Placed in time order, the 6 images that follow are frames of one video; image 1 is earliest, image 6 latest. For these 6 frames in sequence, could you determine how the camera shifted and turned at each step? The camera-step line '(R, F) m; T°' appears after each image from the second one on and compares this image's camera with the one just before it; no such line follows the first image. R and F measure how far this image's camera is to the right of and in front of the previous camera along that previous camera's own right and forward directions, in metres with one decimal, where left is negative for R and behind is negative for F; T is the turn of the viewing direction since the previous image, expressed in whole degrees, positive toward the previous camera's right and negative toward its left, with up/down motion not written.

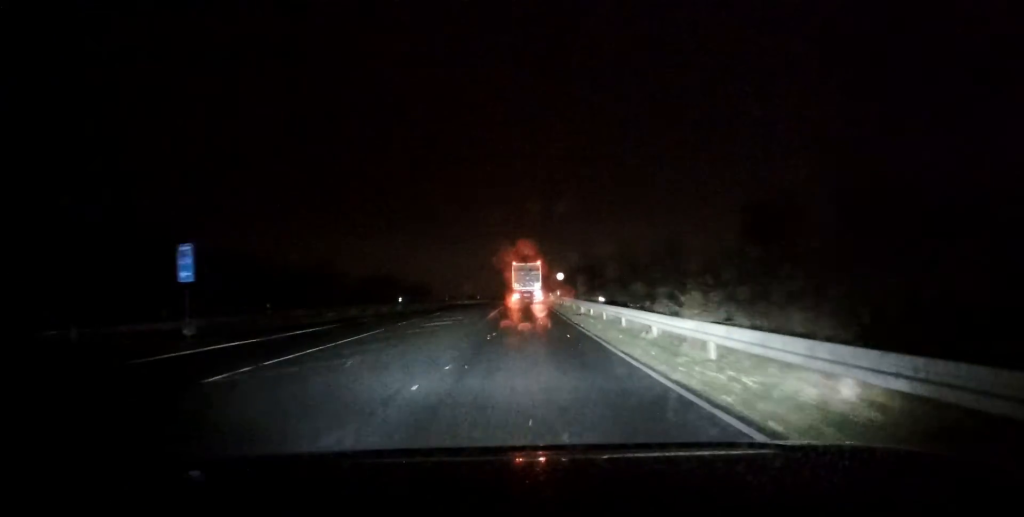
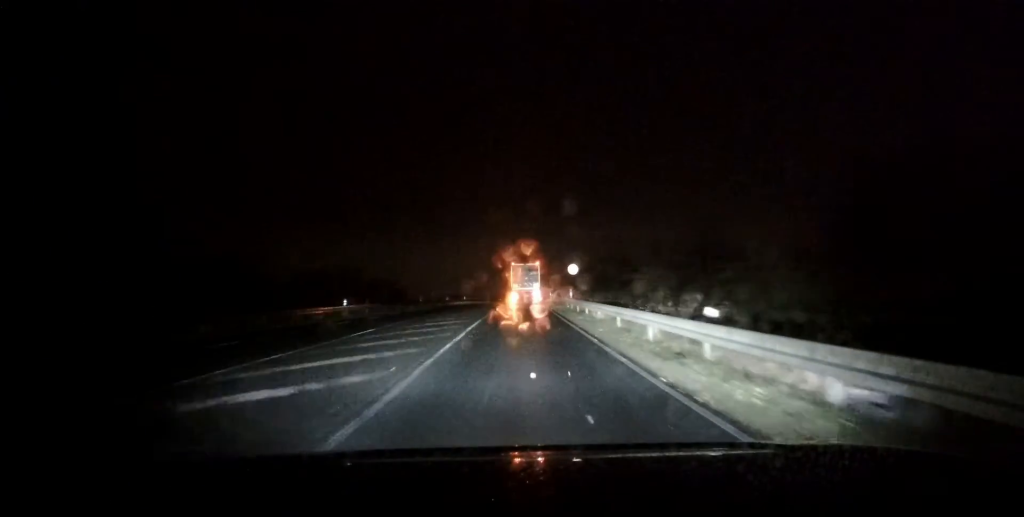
(-0.2, +15.9) m; 0°
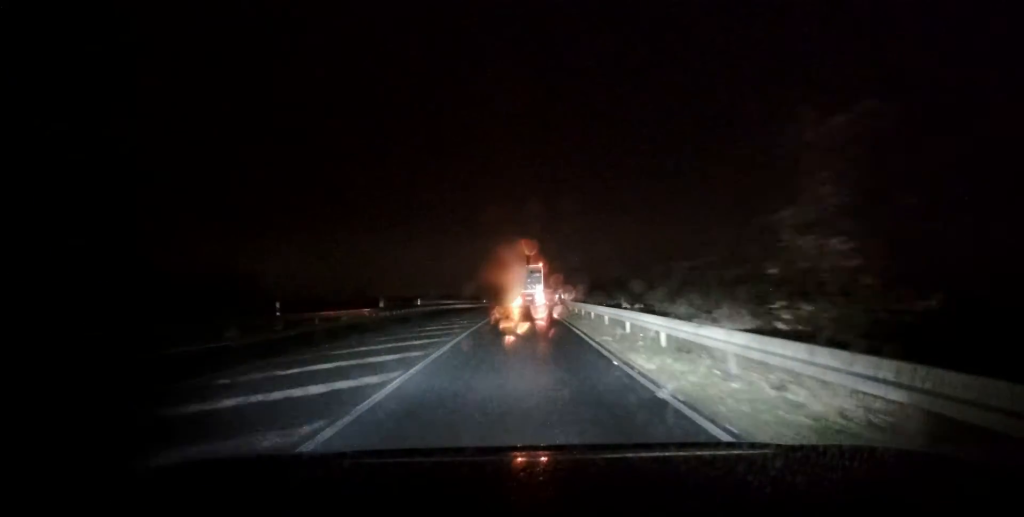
(+0.5, +33.5) m; +1°
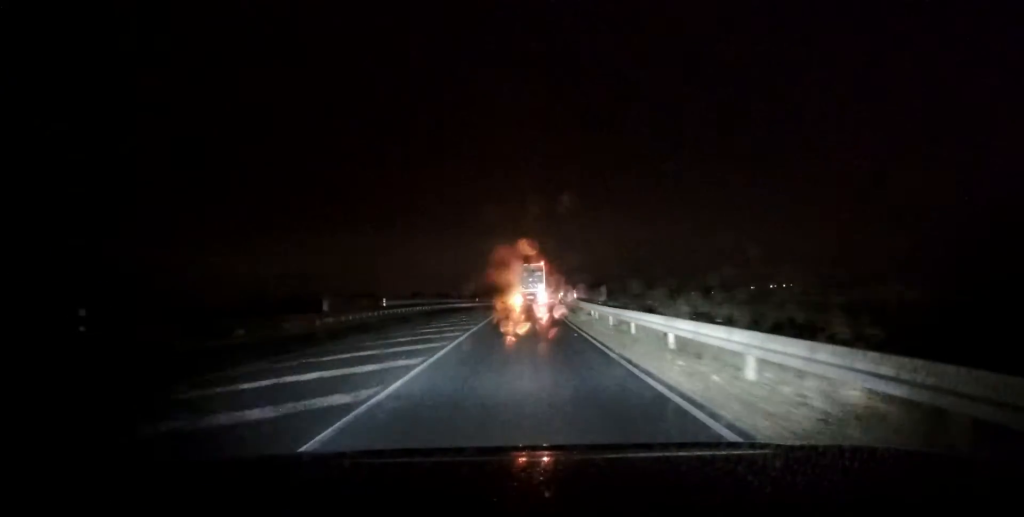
(0.0, +12.3) m; 0°
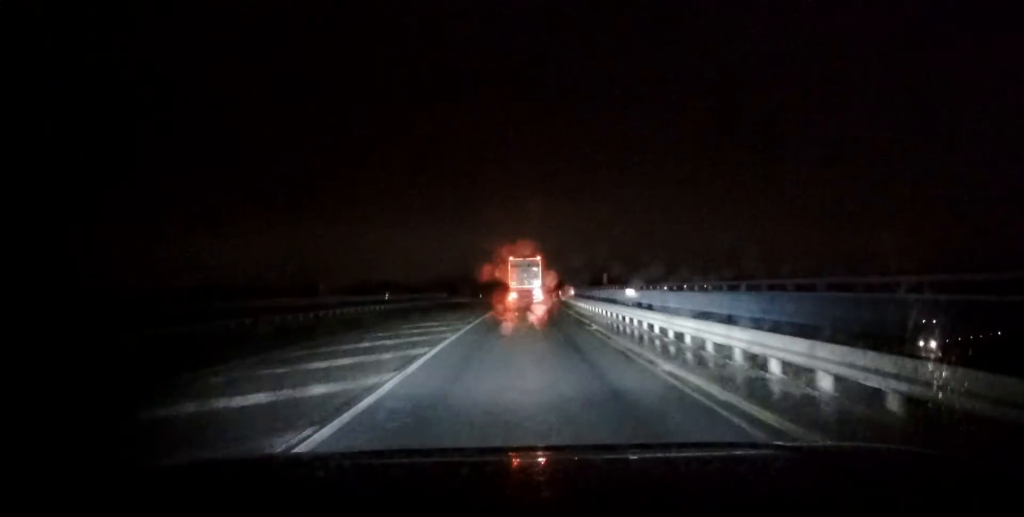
(+0.7, +47.4) m; +2°
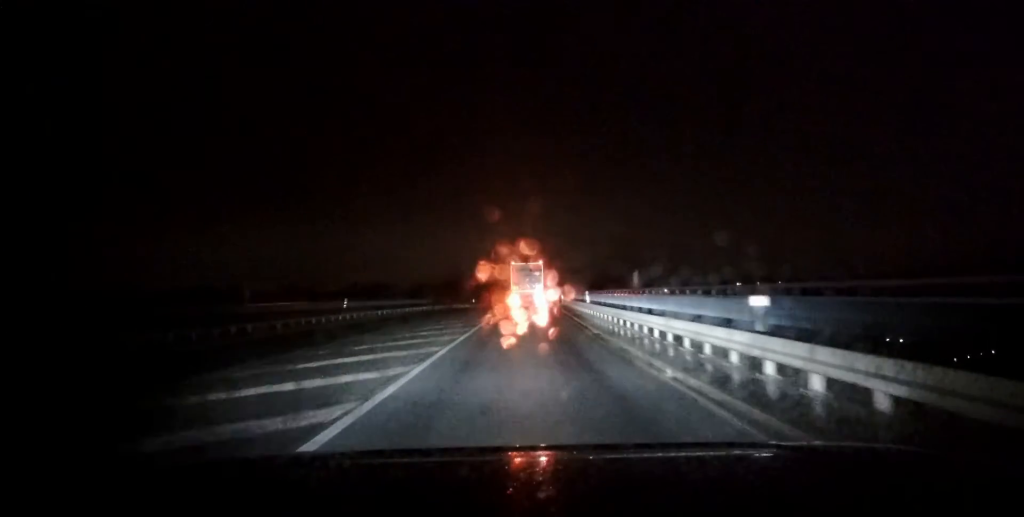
(-0.1, +9.0) m; +1°
